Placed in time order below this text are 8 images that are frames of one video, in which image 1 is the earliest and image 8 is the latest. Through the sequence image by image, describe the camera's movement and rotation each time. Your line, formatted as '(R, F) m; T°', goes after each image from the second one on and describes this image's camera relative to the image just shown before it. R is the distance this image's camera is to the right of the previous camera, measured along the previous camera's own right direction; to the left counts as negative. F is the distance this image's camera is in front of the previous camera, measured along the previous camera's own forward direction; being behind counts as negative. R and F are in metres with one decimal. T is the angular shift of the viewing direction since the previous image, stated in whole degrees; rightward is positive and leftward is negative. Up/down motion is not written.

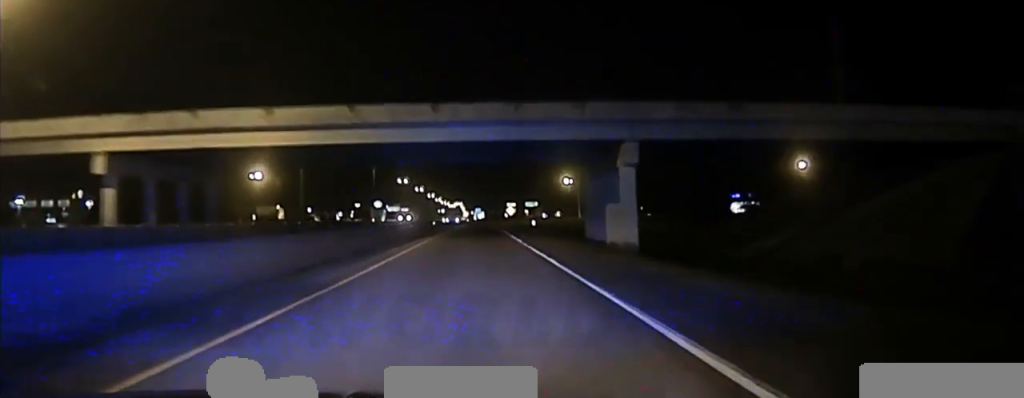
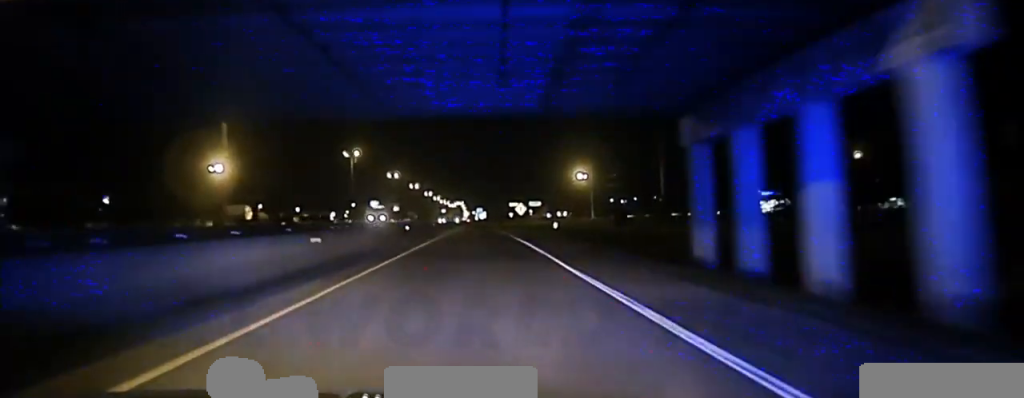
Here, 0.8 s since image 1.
(+0.1, +32.3) m; 0°
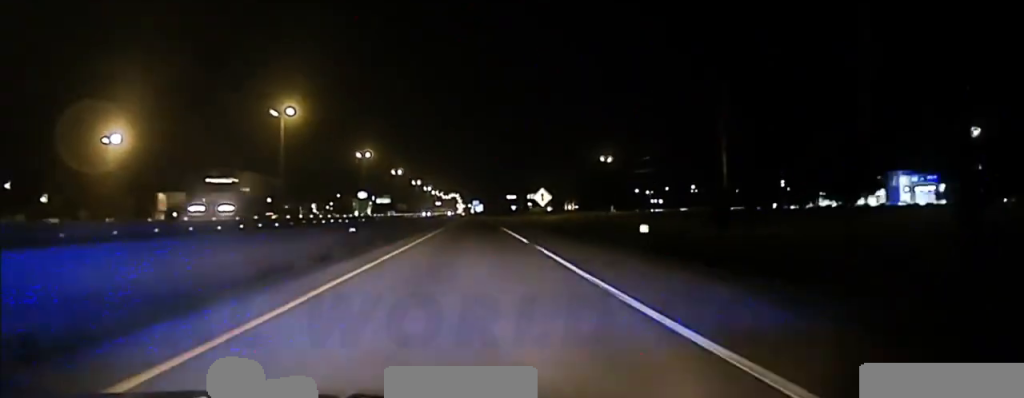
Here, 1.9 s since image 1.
(+0.2, +54.6) m; 0°
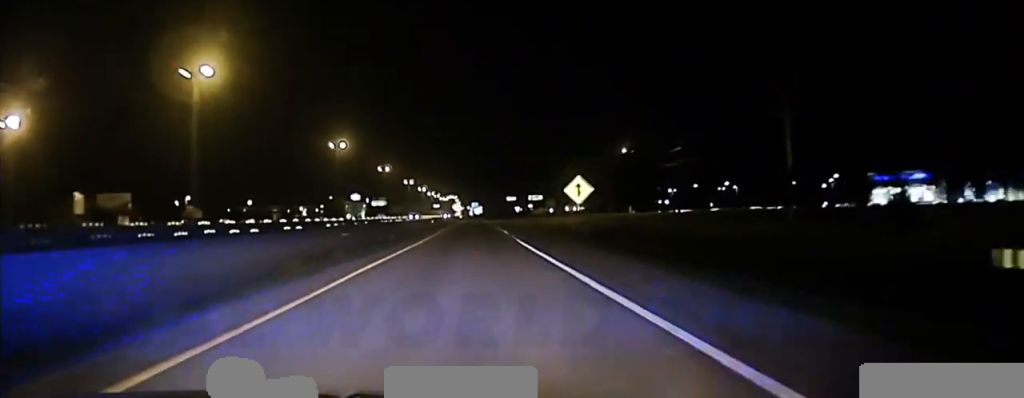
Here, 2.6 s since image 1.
(0.0, +33.9) m; 0°
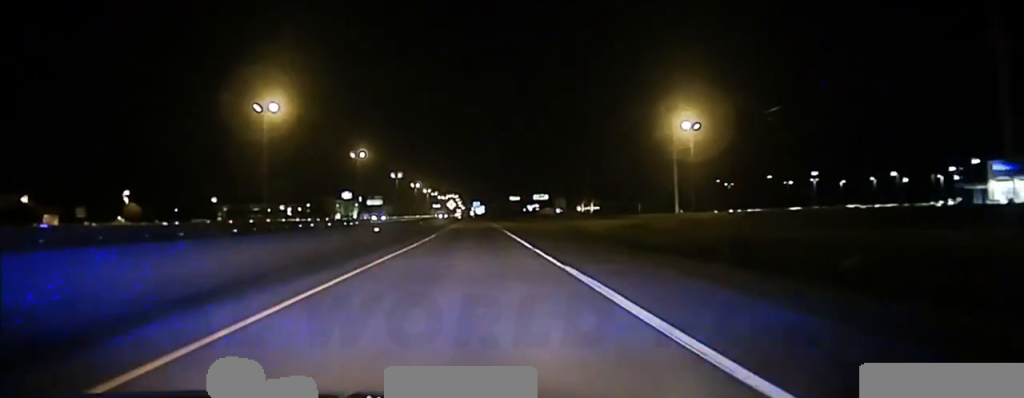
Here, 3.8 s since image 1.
(+0.1, +52.5) m; 0°
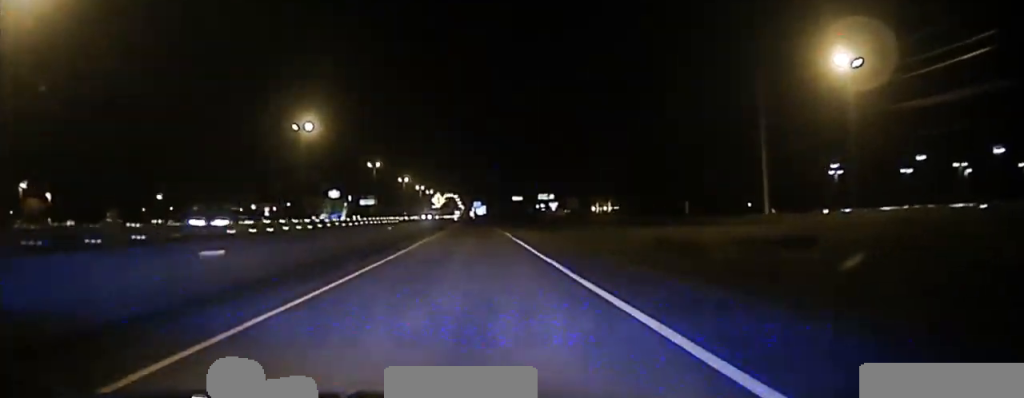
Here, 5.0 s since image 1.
(-0.1, +54.9) m; 0°
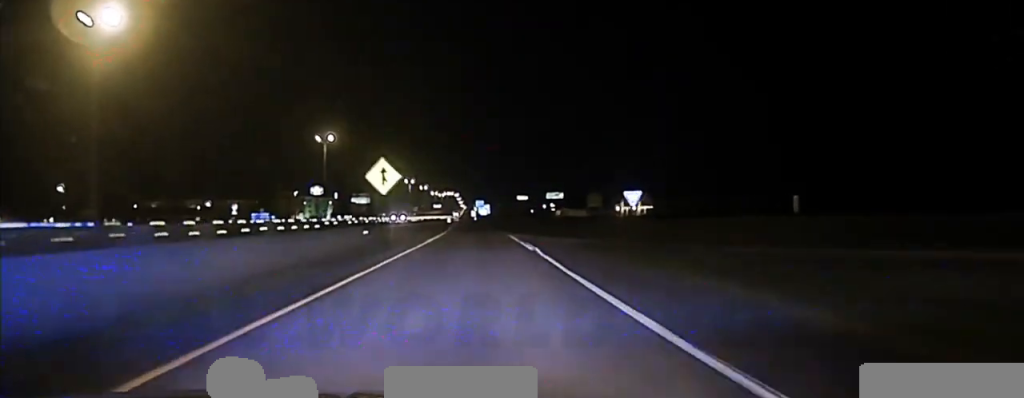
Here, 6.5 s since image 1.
(-0.2, +63.0) m; 0°
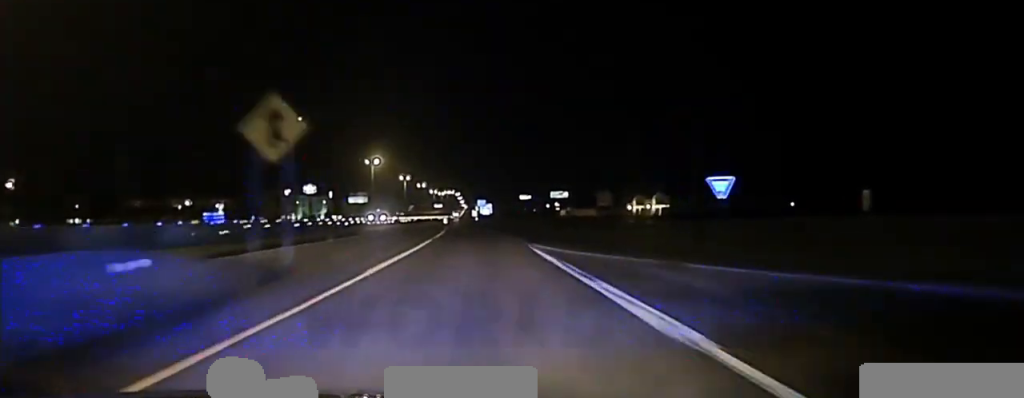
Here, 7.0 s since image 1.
(0.0, +22.3) m; 0°
